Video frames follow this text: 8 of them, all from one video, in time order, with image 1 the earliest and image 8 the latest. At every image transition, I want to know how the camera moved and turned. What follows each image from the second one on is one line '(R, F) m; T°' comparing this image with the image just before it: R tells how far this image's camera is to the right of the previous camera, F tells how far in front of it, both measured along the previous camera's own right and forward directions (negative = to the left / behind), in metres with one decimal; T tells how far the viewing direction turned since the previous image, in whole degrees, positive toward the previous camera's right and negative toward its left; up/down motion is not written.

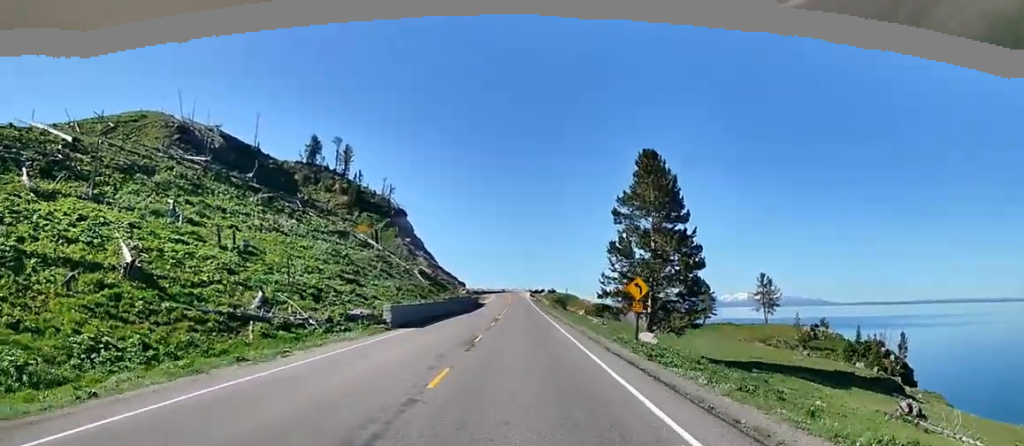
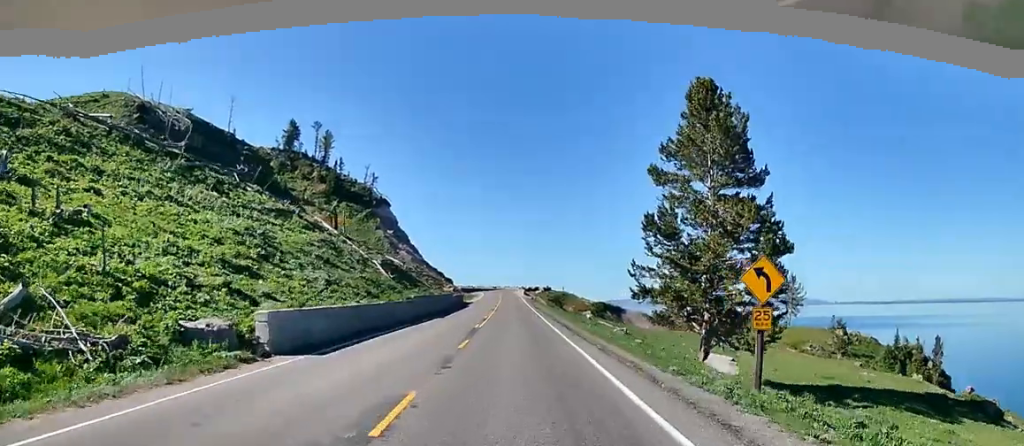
(-0.2, +16.9) m; -1°
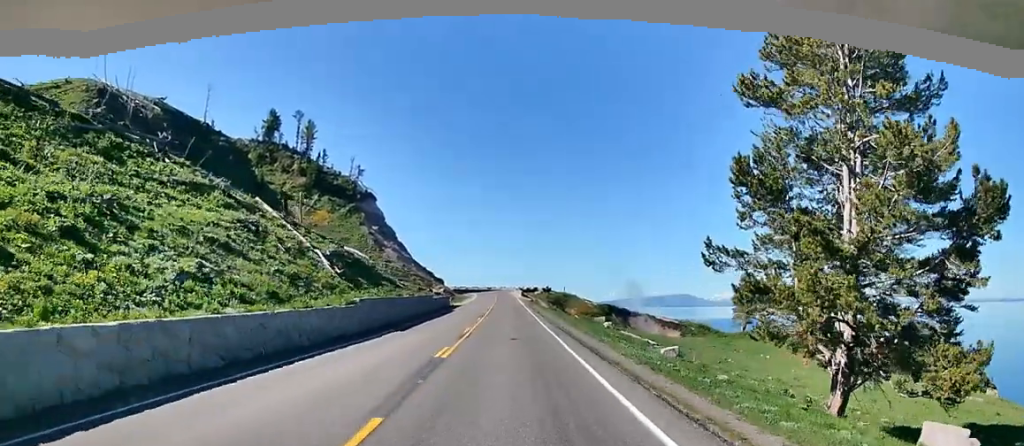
(0.0, +16.1) m; 0°
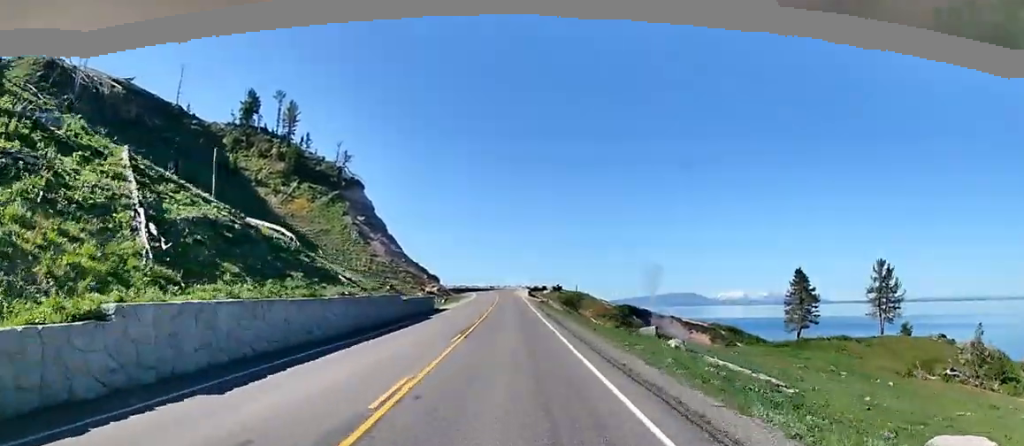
(+0.2, +21.4) m; 0°
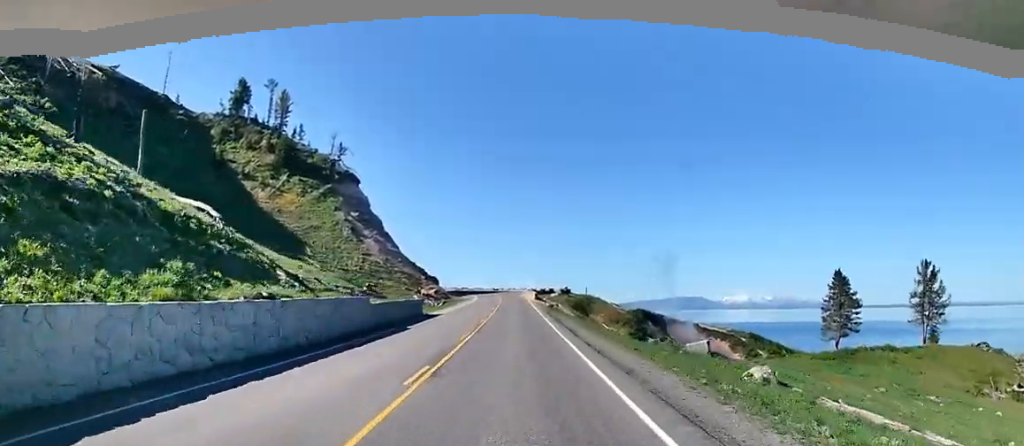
(-0.1, +8.6) m; -1°
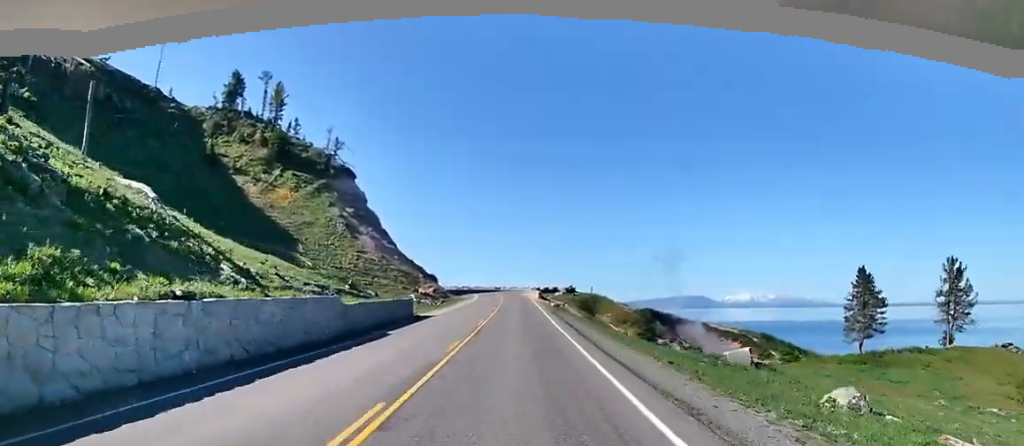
(+0.1, +5.3) m; -1°
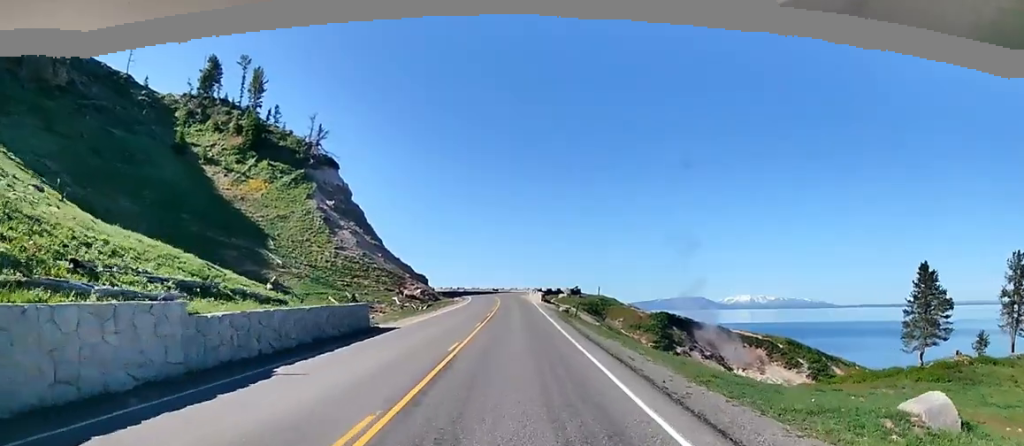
(-0.3, +12.6) m; 0°
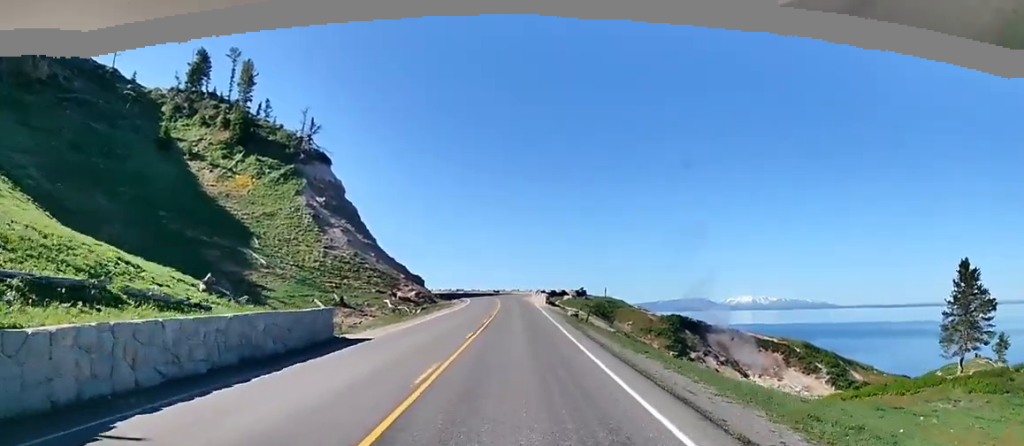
(+0.1, +6.5) m; -2°
